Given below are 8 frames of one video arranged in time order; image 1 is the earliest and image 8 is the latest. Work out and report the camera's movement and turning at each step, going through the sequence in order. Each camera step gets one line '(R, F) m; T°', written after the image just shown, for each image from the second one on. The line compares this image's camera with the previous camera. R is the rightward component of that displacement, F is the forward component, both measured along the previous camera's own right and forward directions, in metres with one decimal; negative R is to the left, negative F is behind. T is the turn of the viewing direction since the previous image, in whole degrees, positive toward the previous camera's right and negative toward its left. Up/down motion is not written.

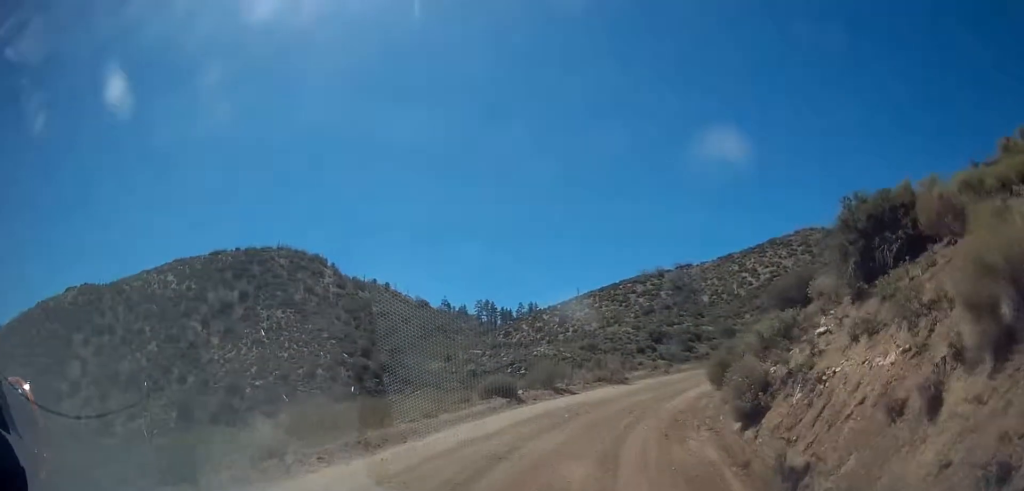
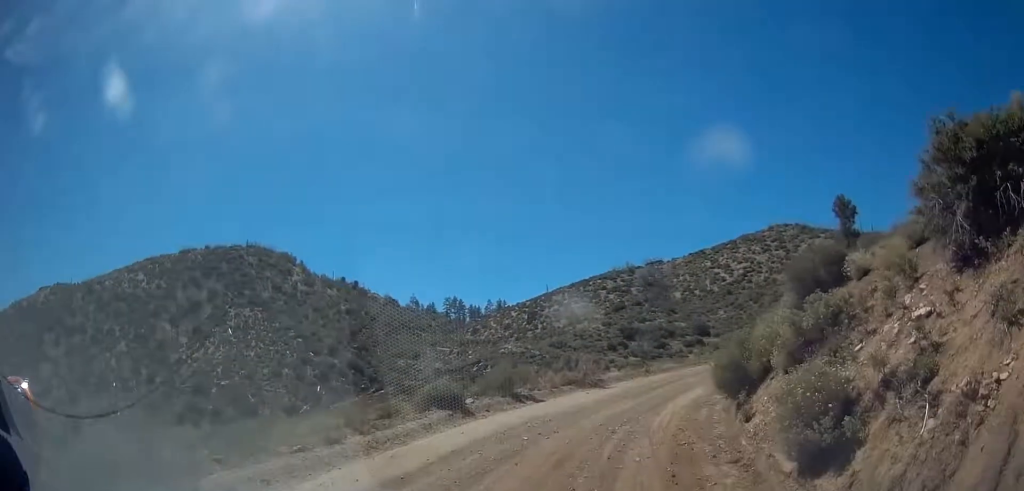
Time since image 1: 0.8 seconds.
(0.0, +4.2) m; +4°
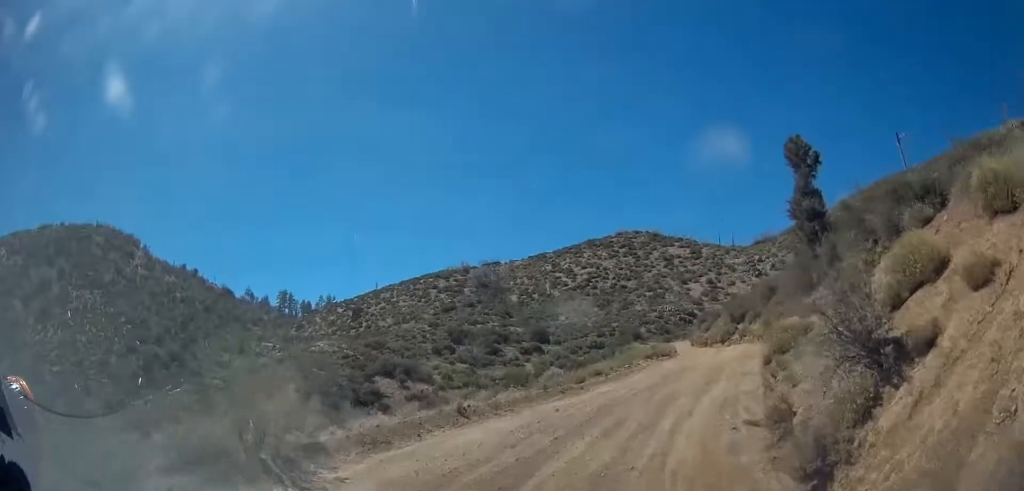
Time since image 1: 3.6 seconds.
(+2.6, +15.3) m; +18°
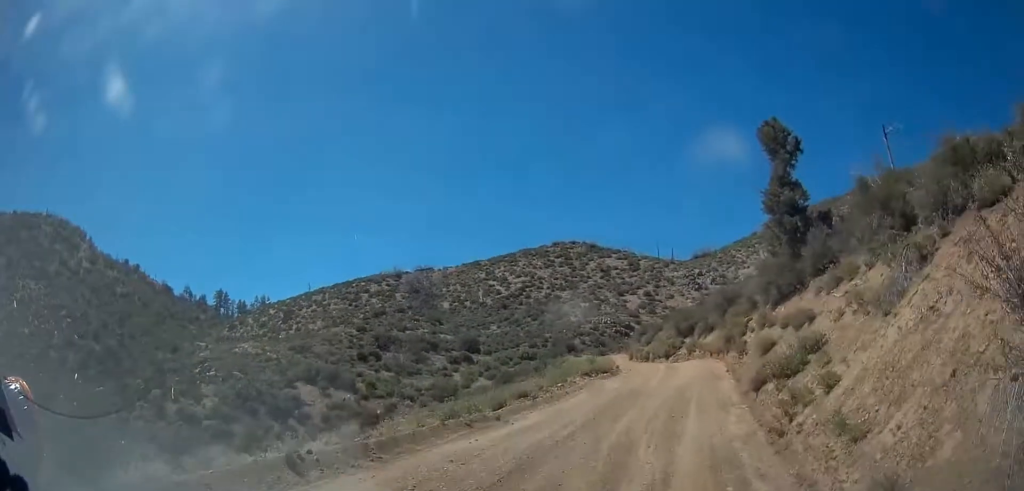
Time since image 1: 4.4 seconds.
(+0.1, +4.6) m; +6°
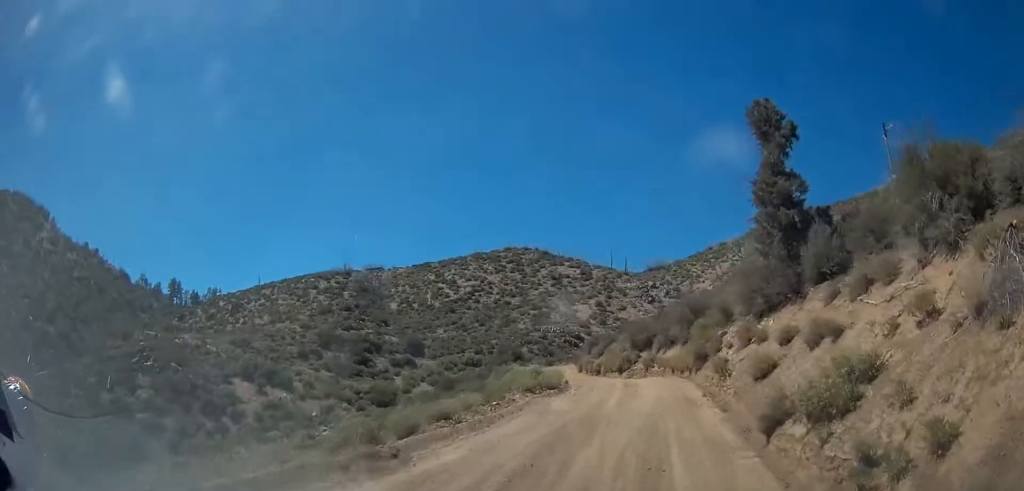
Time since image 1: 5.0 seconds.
(+0.2, +3.7) m; +3°
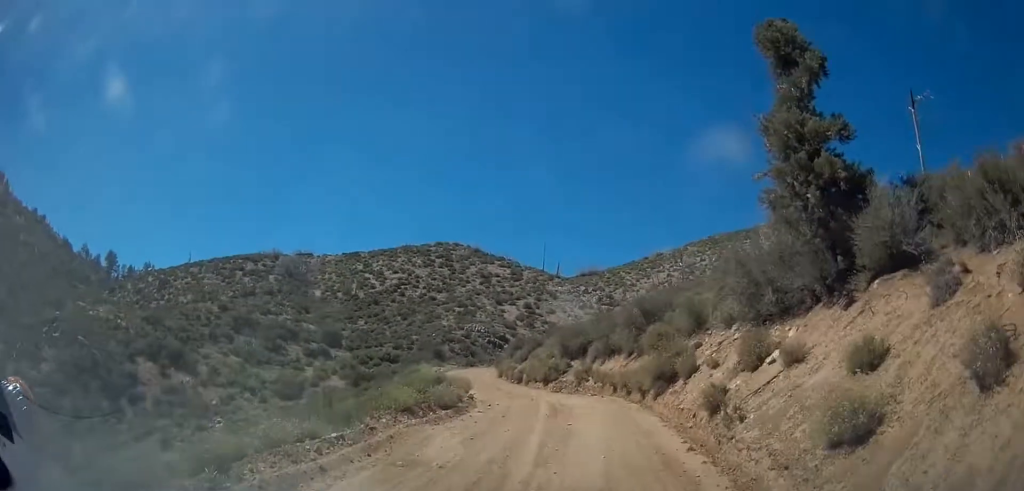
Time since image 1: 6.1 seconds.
(+0.2, +6.7) m; +3°
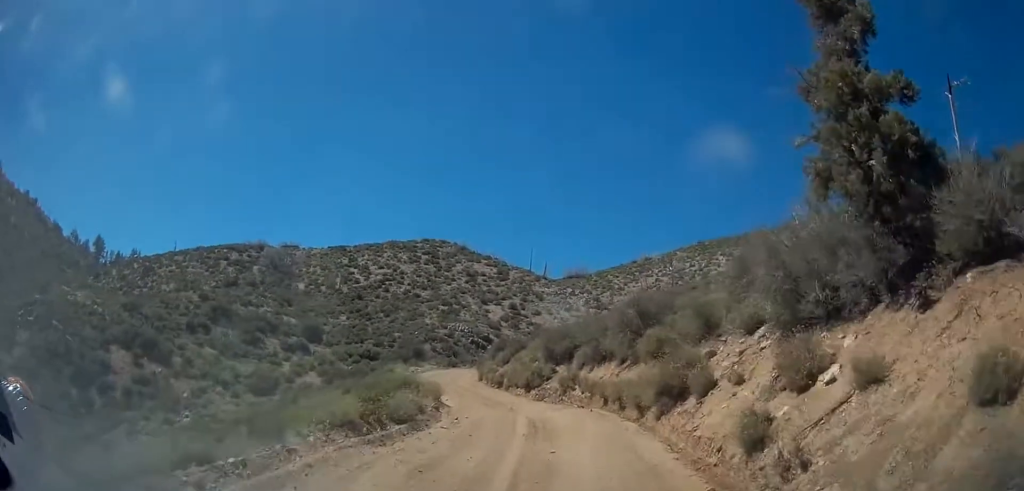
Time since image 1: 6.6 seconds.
(-0.2, +2.9) m; +1°
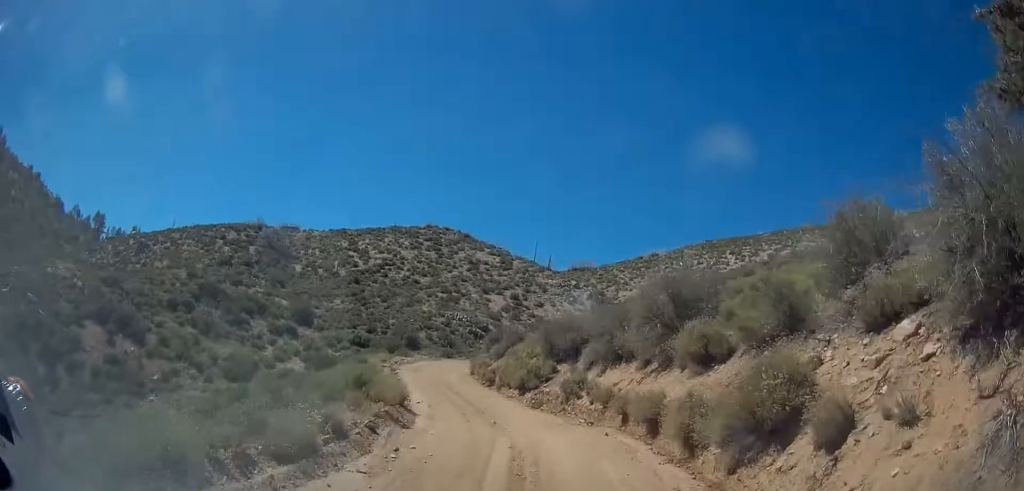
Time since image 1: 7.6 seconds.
(+0.5, +5.5) m; +4°
